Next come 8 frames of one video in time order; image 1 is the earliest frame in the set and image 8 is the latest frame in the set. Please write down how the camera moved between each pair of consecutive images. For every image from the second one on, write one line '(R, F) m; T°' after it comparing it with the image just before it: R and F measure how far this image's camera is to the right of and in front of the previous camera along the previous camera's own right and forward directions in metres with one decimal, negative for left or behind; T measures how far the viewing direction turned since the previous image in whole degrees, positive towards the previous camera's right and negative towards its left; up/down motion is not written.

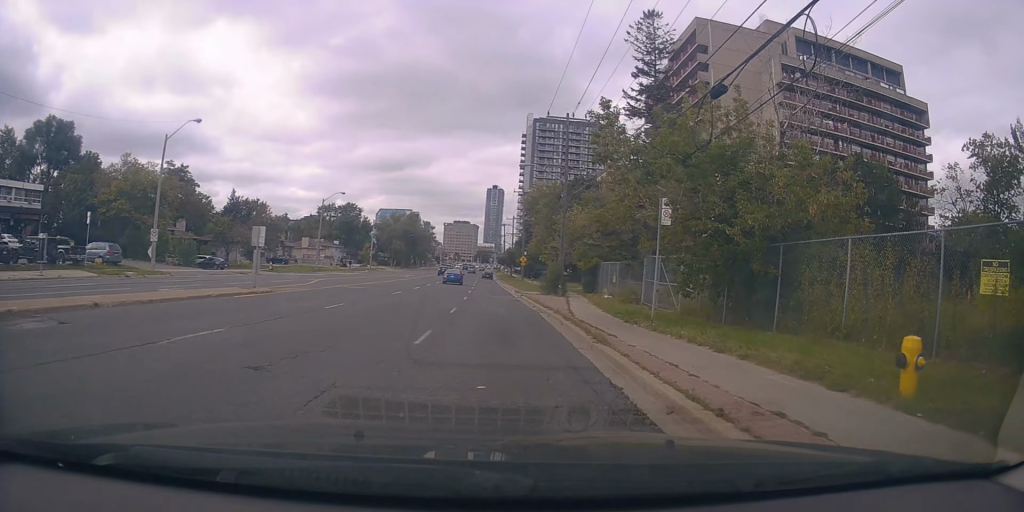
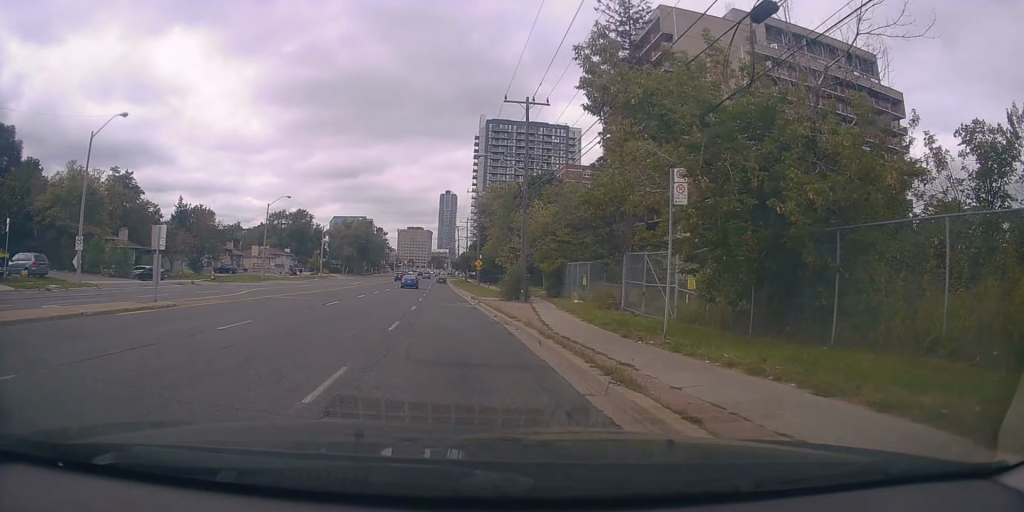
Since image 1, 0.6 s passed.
(+0.5, +4.6) m; +4°
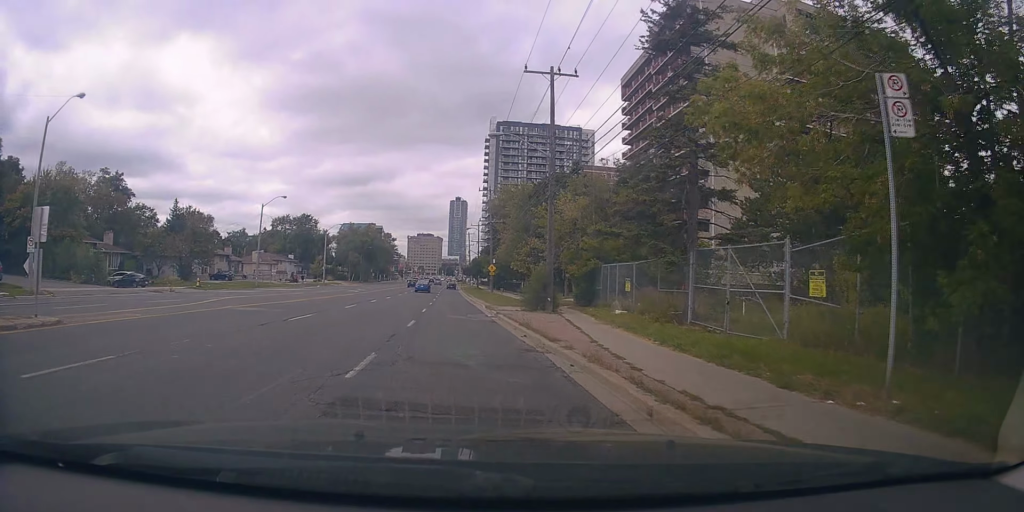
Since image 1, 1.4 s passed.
(+0.5, +6.3) m; 0°
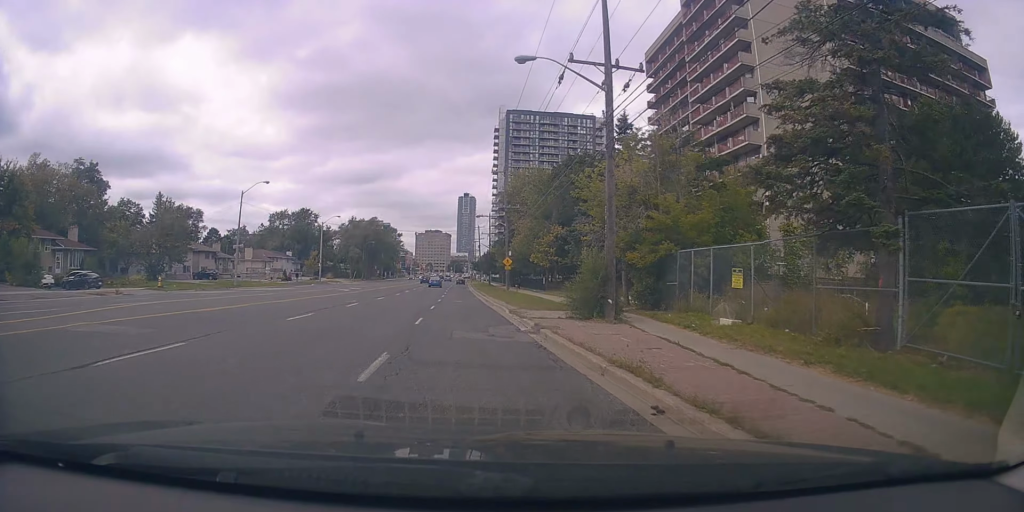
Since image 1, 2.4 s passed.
(-0.8, +9.8) m; -3°
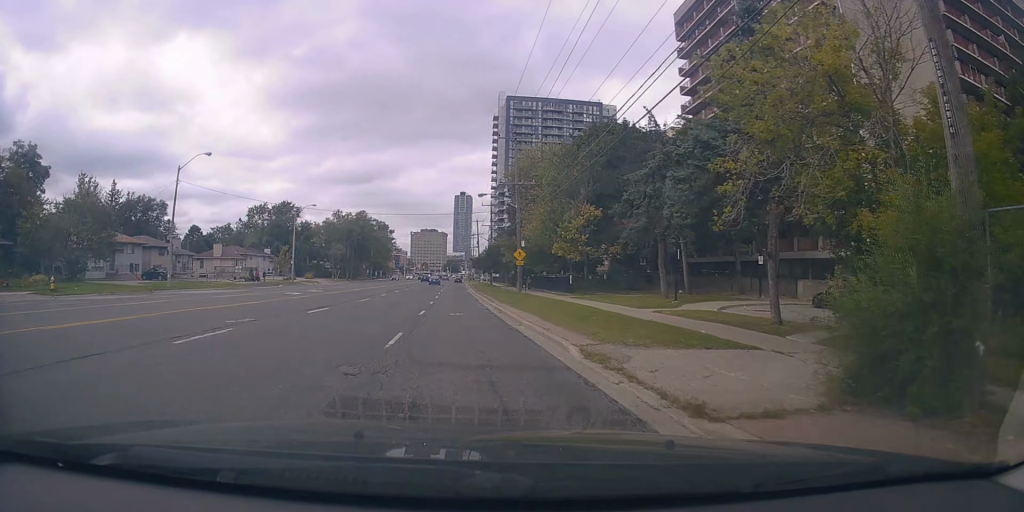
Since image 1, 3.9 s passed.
(+0.8, +15.0) m; +1°
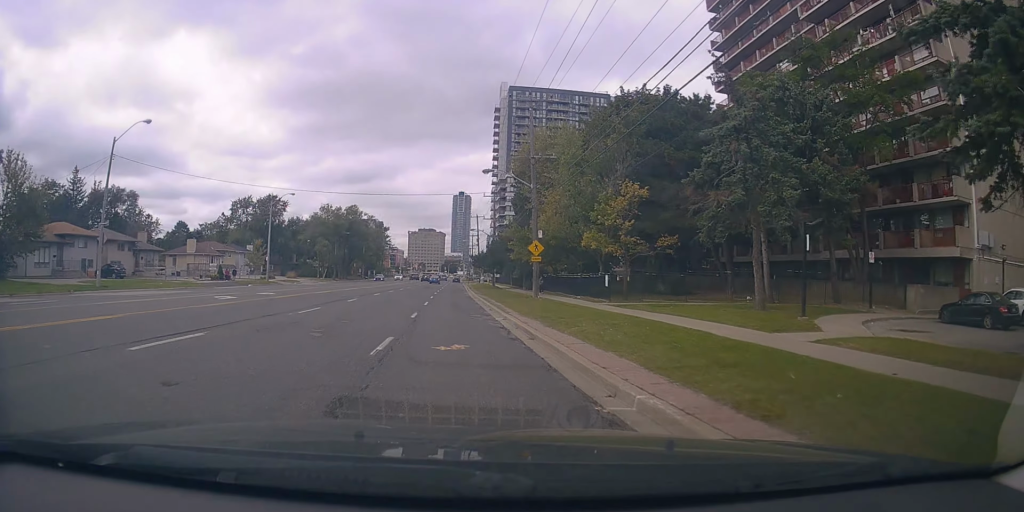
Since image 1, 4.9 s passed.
(-0.6, +10.8) m; -2°
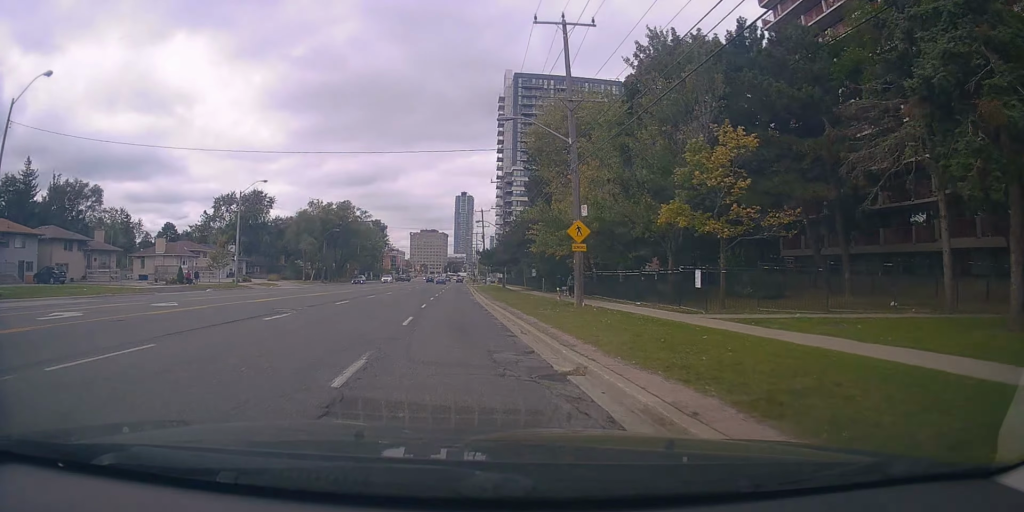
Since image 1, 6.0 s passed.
(+0.3, +12.3) m; +2°
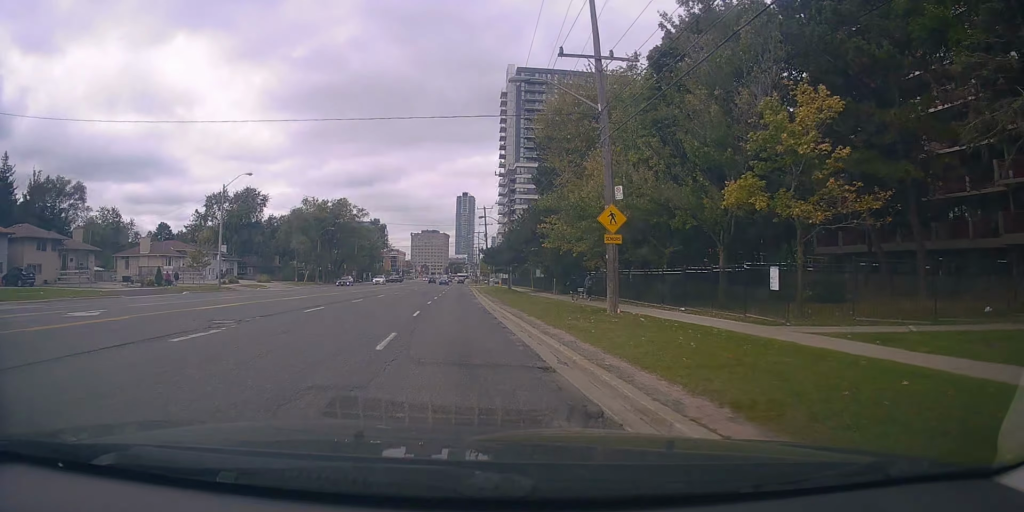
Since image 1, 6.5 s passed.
(0.0, +5.2) m; 0°
